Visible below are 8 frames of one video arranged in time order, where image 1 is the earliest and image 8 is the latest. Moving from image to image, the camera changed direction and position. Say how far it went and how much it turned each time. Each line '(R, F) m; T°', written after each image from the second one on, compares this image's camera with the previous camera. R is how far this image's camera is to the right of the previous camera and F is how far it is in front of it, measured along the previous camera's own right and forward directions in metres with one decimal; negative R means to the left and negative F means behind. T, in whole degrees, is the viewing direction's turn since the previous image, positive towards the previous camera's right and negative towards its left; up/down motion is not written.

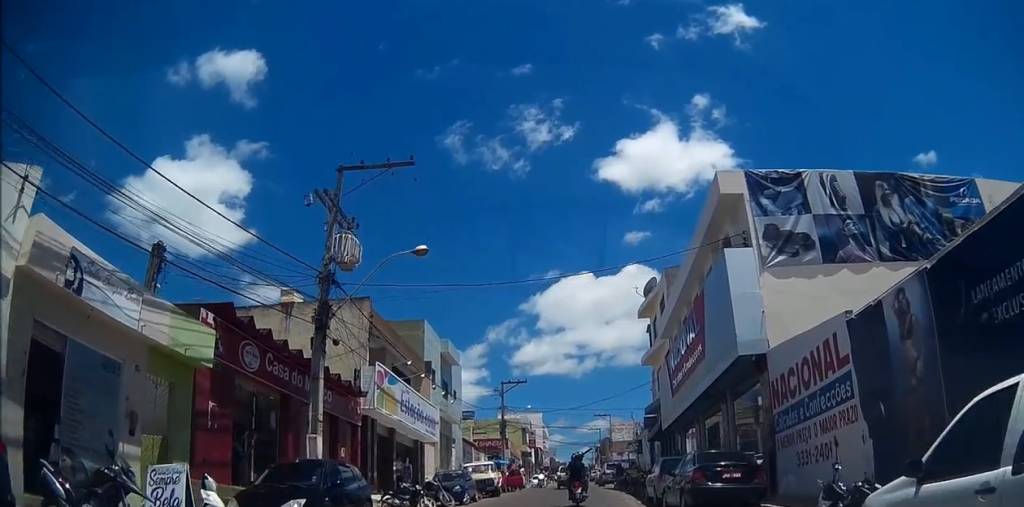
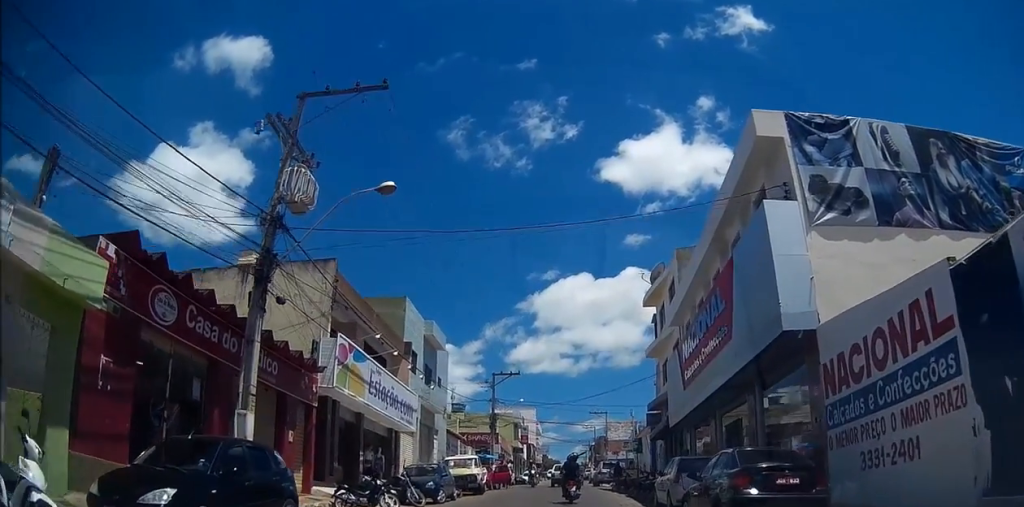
(0.0, +3.5) m; -2°
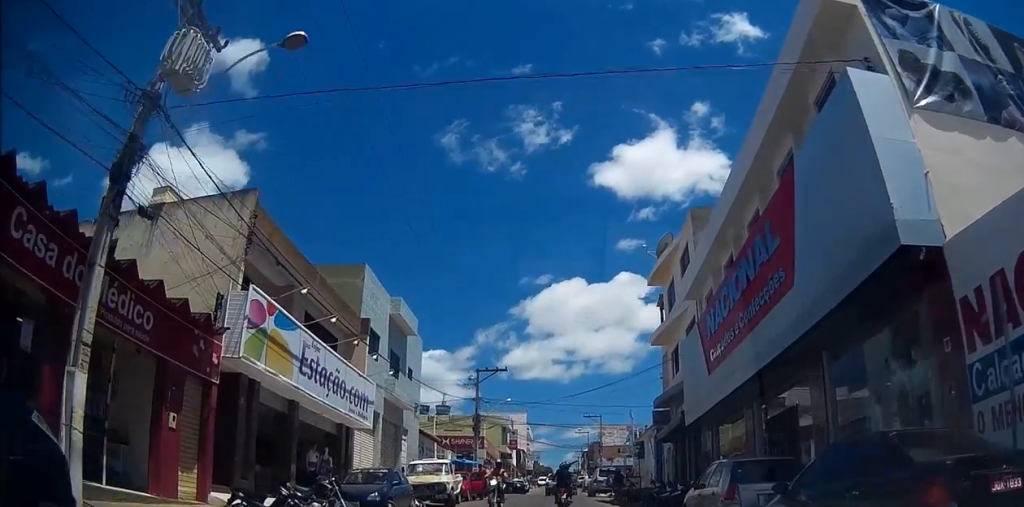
(-0.3, +4.8) m; -3°
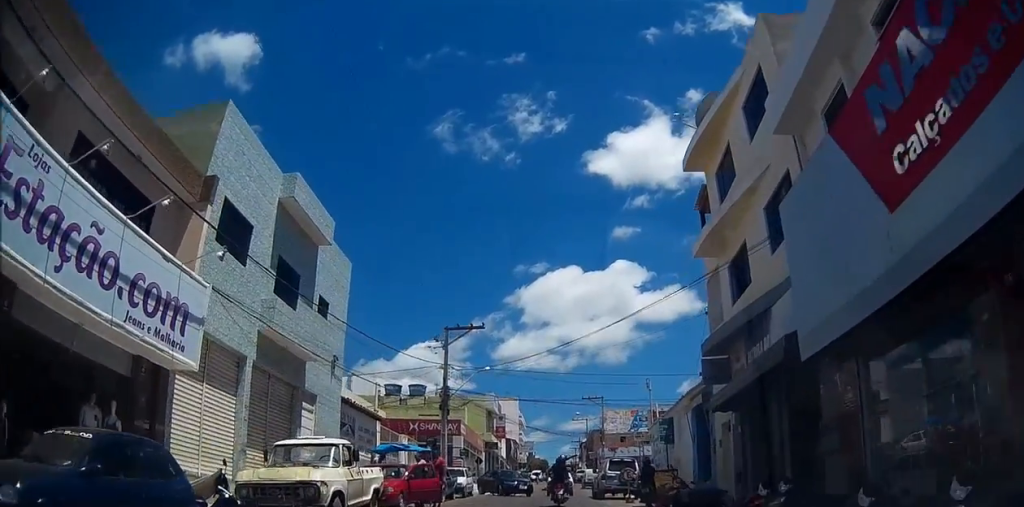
(-0.3, +10.1) m; -5°
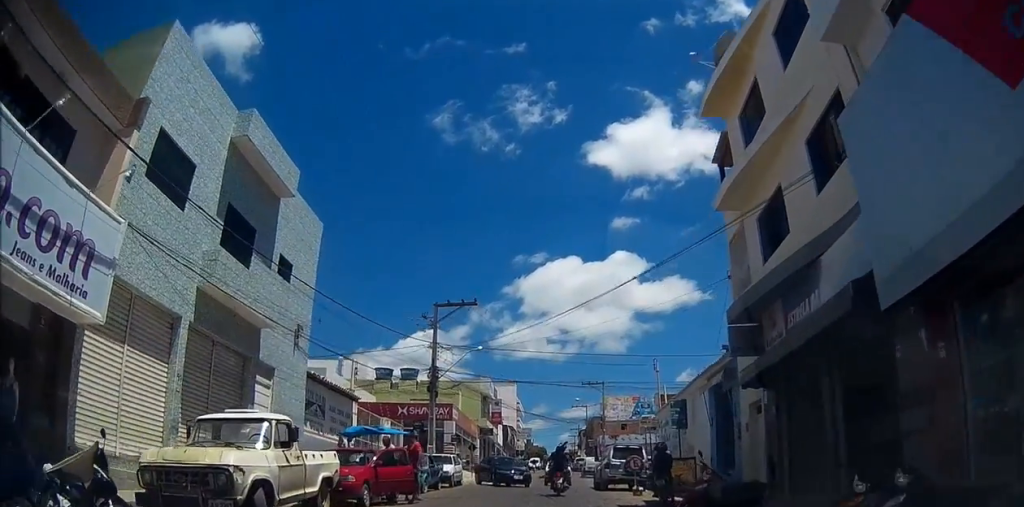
(-0.2, +2.7) m; -1°
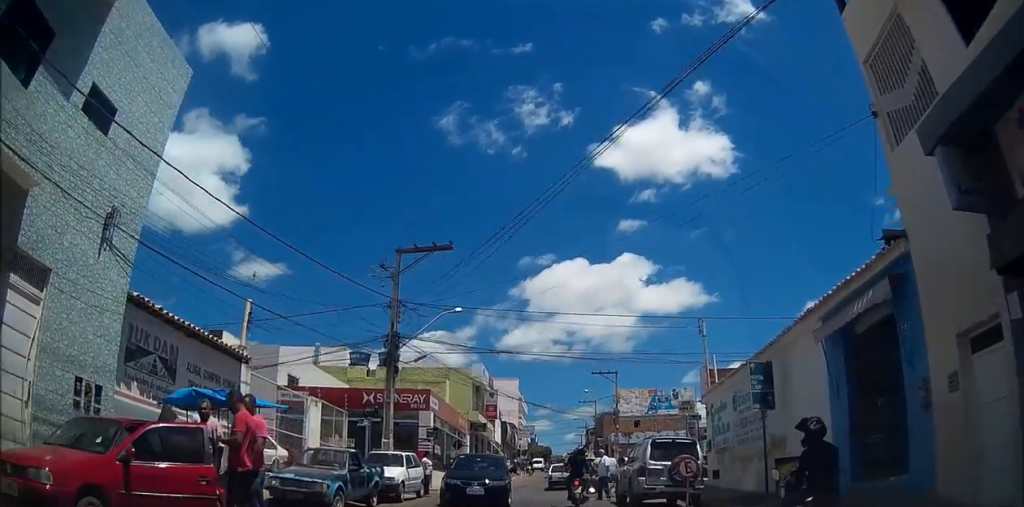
(+0.2, +9.0) m; +4°
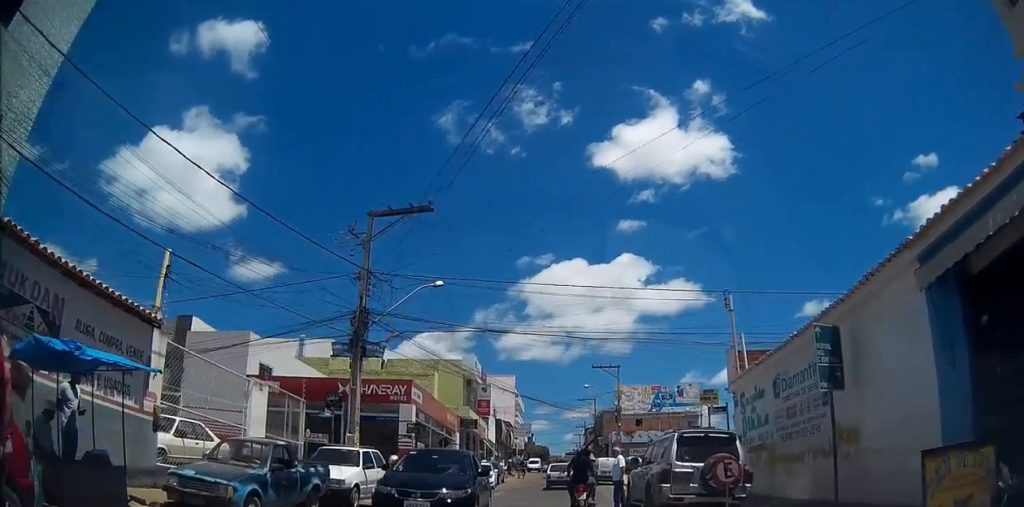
(-0.1, +4.1) m; +4°
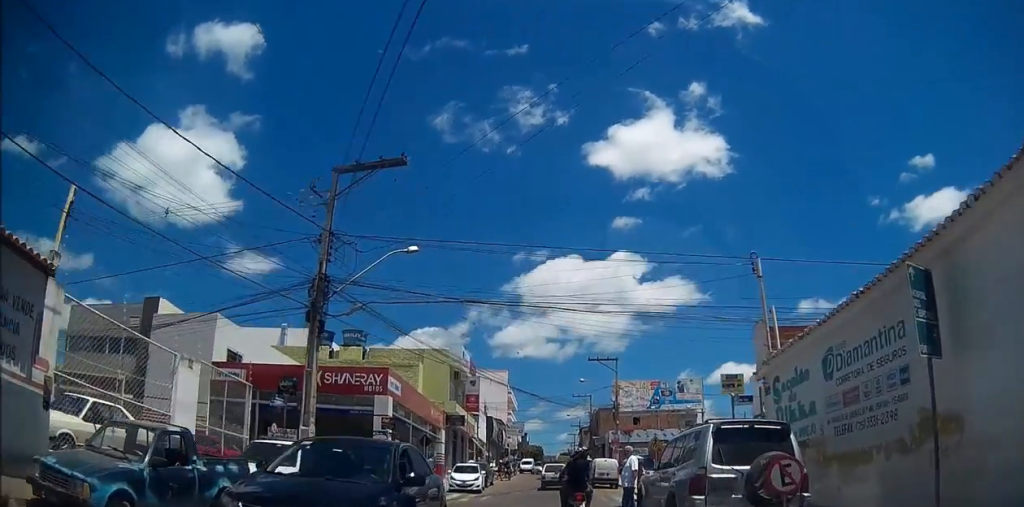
(+0.4, +3.7) m; +2°
